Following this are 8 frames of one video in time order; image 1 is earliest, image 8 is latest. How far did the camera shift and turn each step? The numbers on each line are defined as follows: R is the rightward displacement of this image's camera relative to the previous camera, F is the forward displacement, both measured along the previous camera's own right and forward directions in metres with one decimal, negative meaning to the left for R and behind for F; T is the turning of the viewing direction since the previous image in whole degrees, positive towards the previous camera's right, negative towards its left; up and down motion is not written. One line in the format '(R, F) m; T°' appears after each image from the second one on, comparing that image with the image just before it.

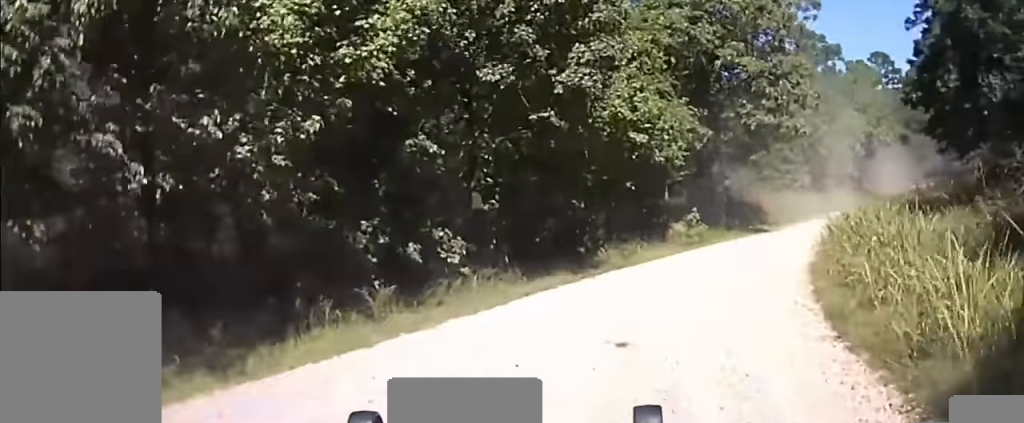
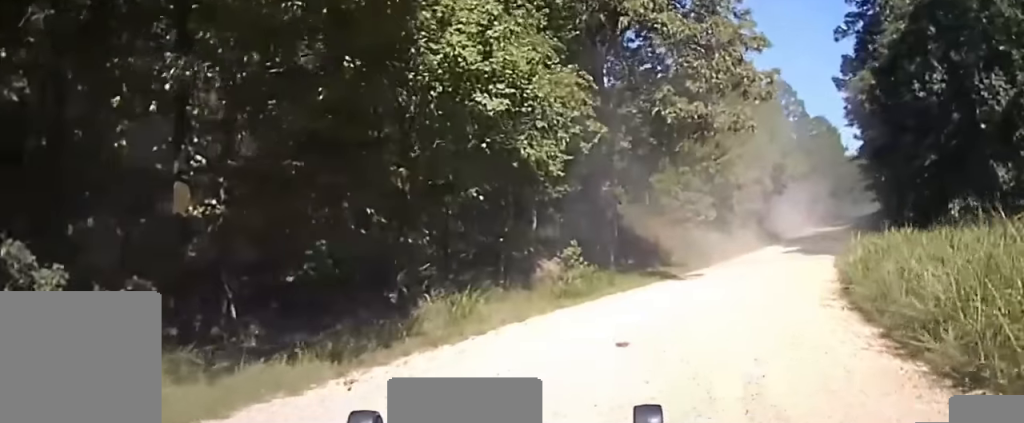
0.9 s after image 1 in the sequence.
(+1.7, +15.7) m; +10°
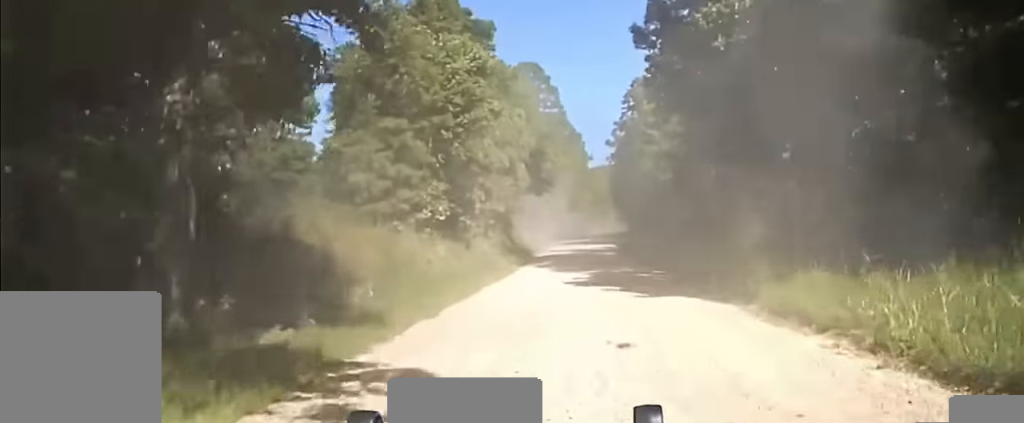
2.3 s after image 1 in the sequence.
(+3.2, +24.3) m; +13°
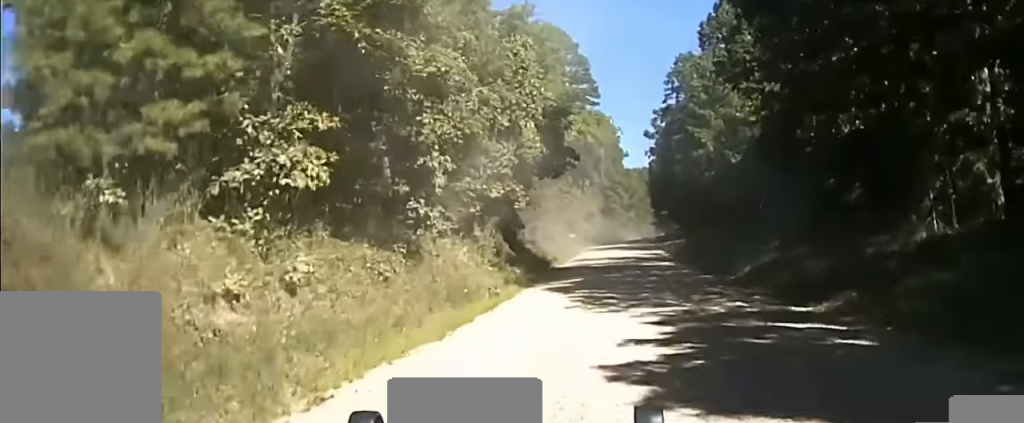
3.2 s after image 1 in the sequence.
(+1.3, +17.7) m; +4°
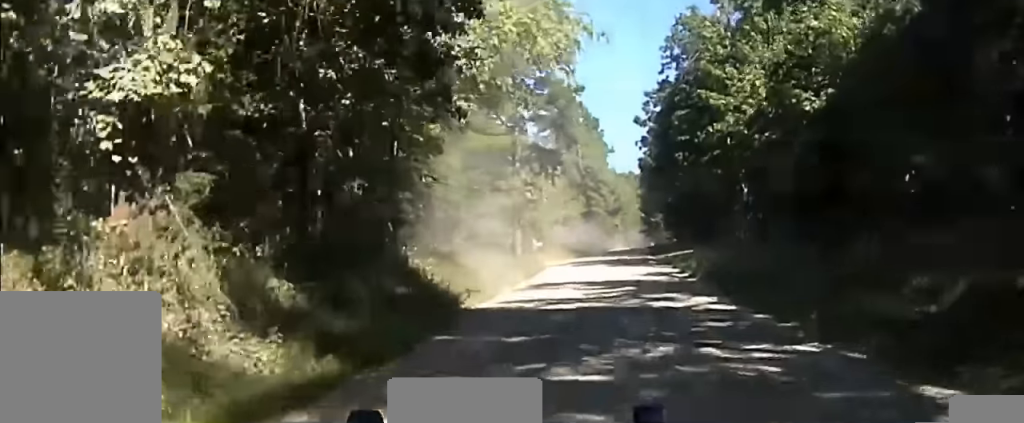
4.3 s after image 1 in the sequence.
(-0.2, +20.5) m; 0°
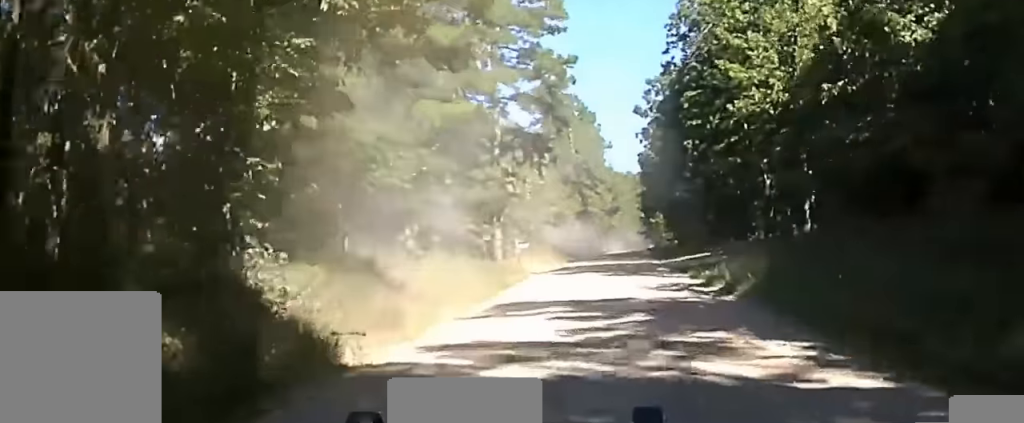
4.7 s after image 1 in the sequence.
(+0.1, +8.4) m; 0°
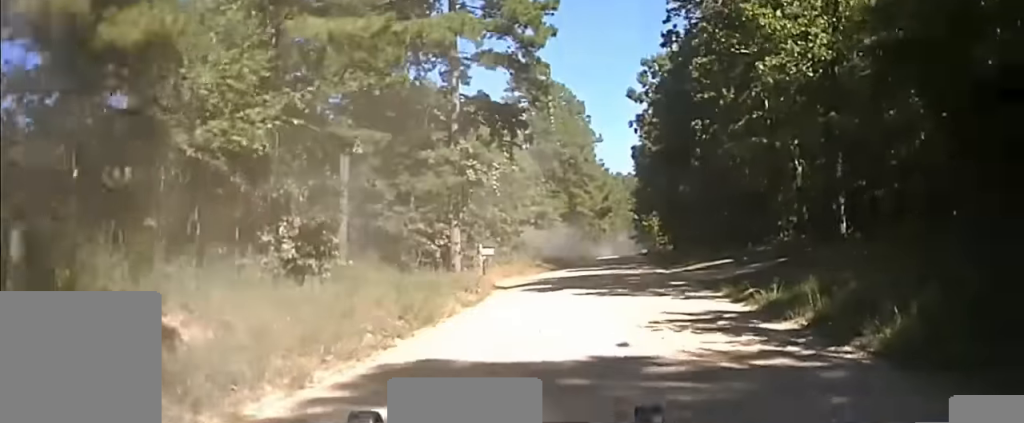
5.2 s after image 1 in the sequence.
(0.0, +9.5) m; 0°
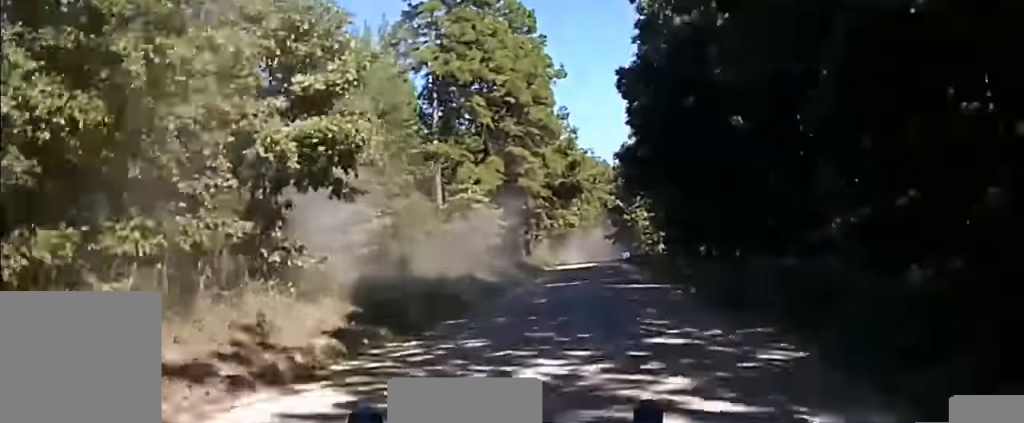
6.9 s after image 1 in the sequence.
(-0.1, +42.7) m; 0°
